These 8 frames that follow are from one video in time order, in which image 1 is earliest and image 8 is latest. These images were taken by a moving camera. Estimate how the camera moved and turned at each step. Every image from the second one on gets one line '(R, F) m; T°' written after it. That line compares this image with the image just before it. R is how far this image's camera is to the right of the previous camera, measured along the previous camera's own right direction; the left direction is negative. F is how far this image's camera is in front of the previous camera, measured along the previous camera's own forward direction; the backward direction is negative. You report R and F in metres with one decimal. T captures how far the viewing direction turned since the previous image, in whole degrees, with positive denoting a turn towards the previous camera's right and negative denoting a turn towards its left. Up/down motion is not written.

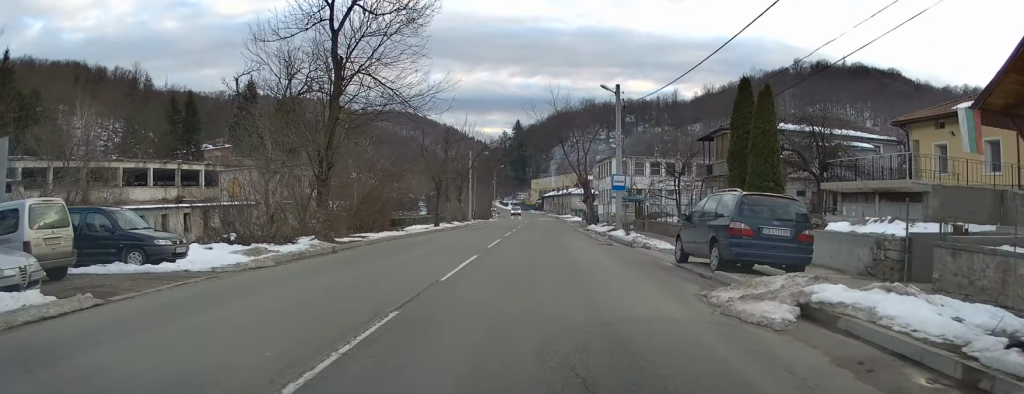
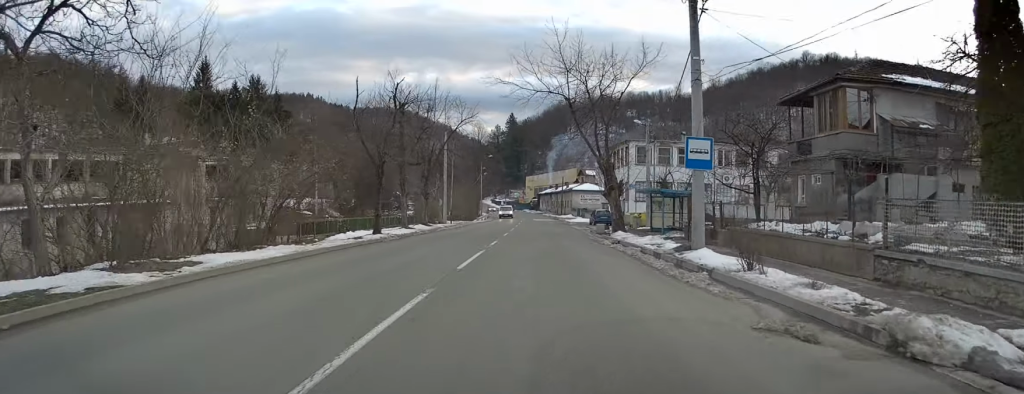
(0.0, +17.8) m; 0°
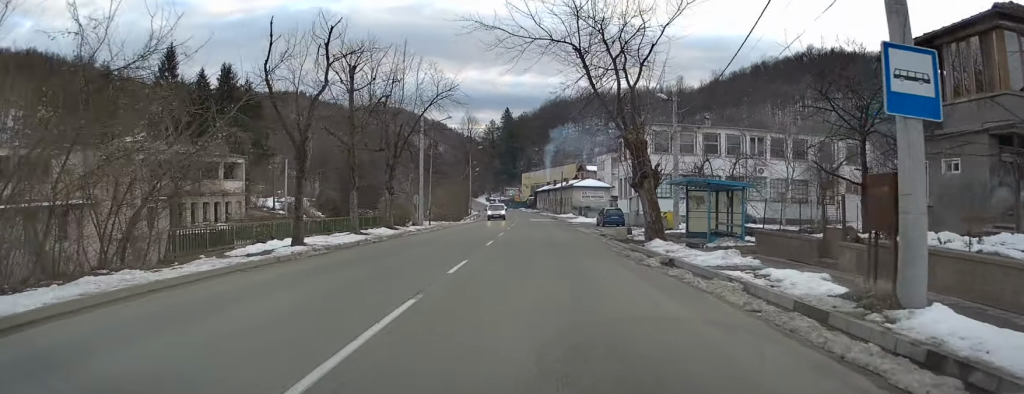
(+0.1, +10.4) m; 0°
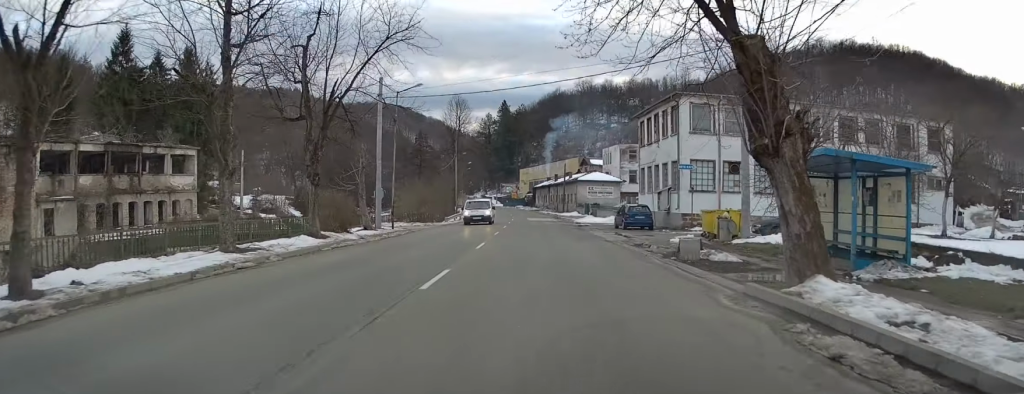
(0.0, +12.6) m; 0°
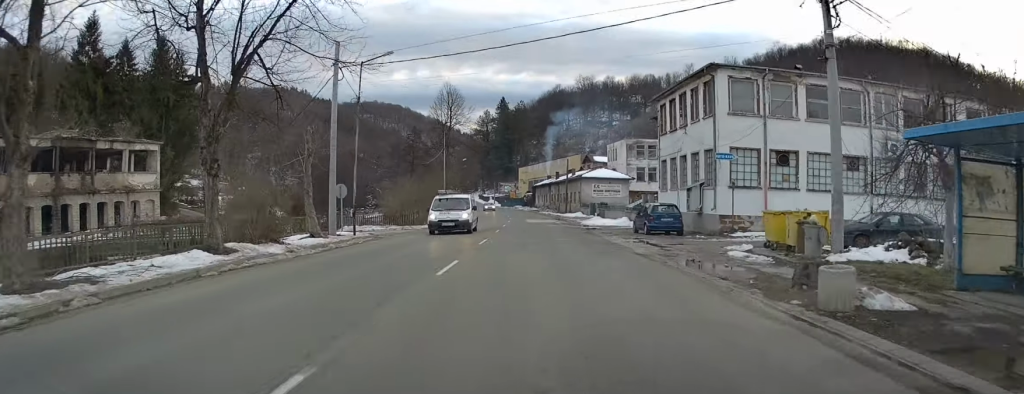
(0.0, +7.8) m; 0°
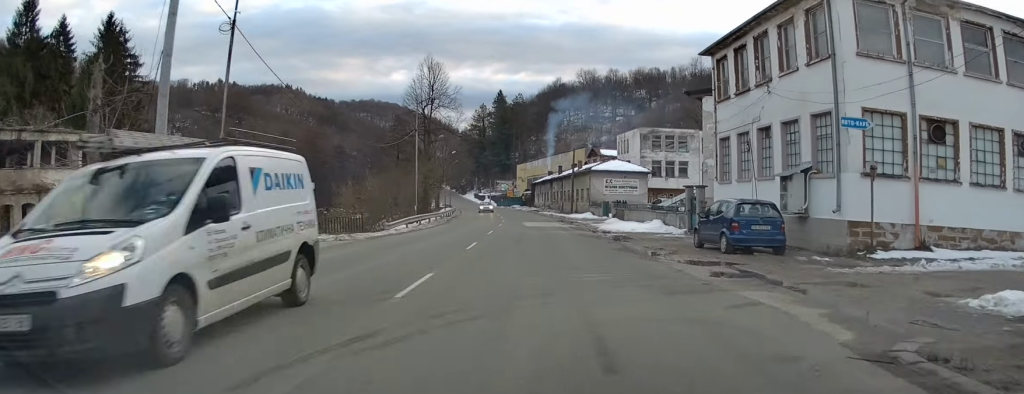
(0.0, +12.8) m; -1°
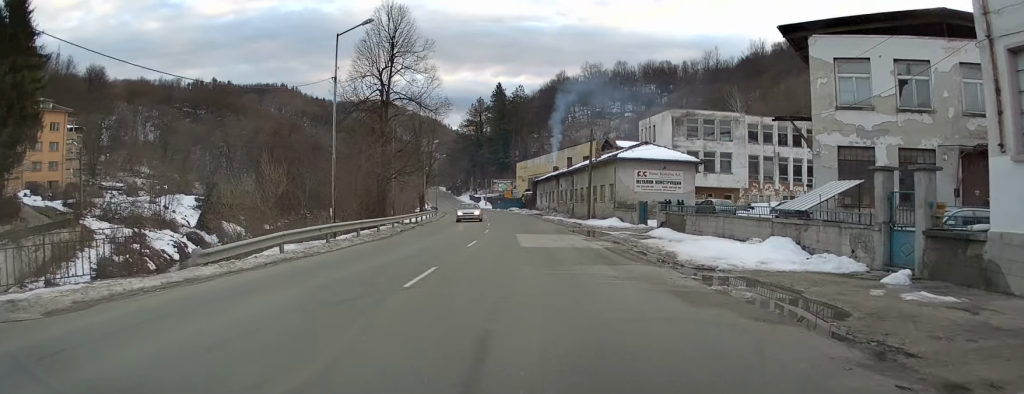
(-0.2, +18.1) m; -1°
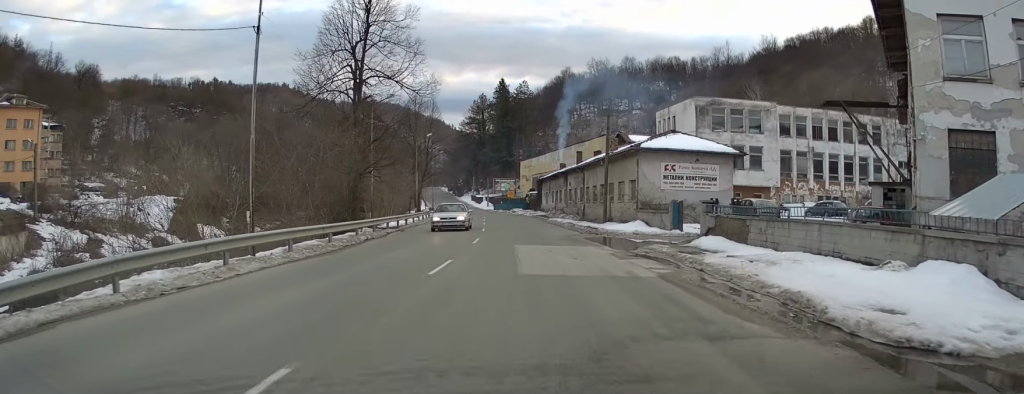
(0.0, +7.7) m; 0°
